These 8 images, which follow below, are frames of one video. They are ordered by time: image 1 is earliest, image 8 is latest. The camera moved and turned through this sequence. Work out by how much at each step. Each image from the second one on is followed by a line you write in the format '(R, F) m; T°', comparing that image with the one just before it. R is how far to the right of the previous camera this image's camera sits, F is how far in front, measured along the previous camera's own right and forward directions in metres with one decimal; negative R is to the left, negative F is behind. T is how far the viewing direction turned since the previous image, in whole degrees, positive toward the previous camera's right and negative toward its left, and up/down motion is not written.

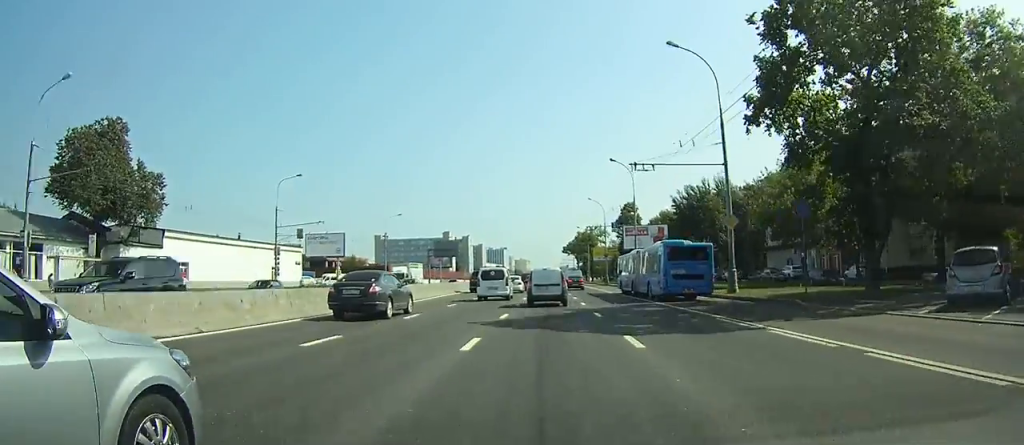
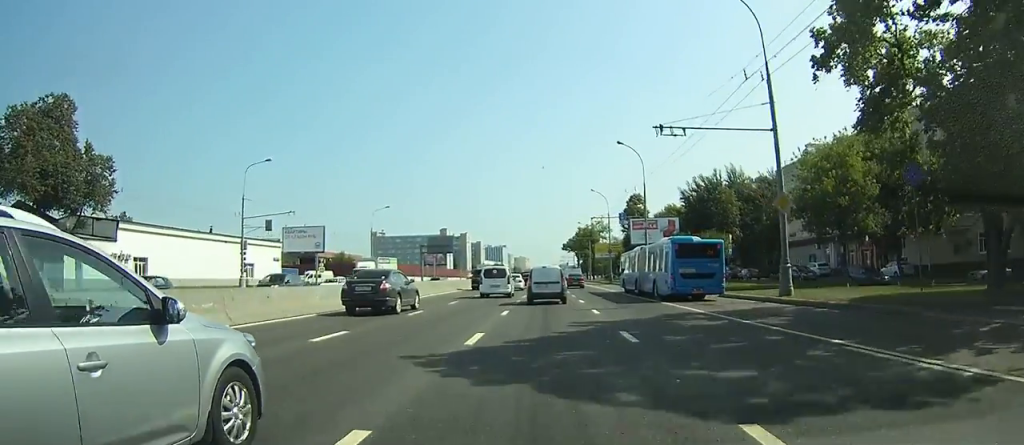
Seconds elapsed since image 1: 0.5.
(0.0, +7.3) m; 0°
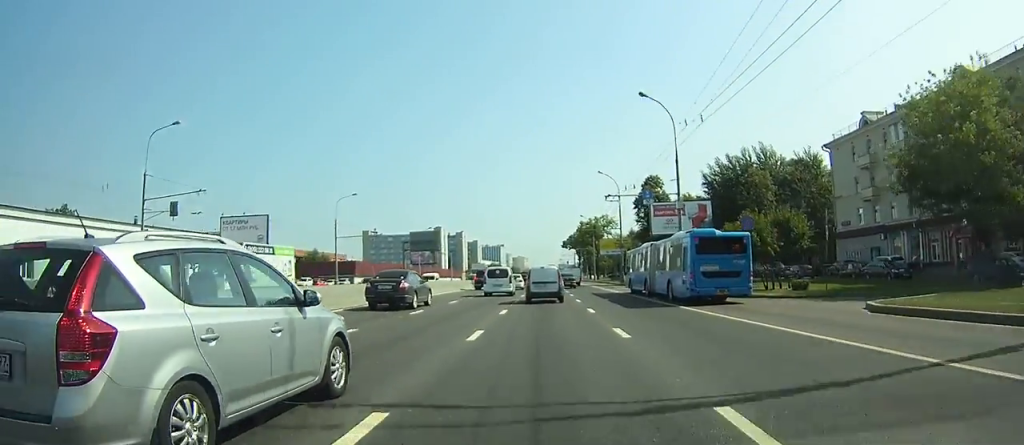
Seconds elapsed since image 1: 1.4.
(+0.1, +15.2) m; 0°
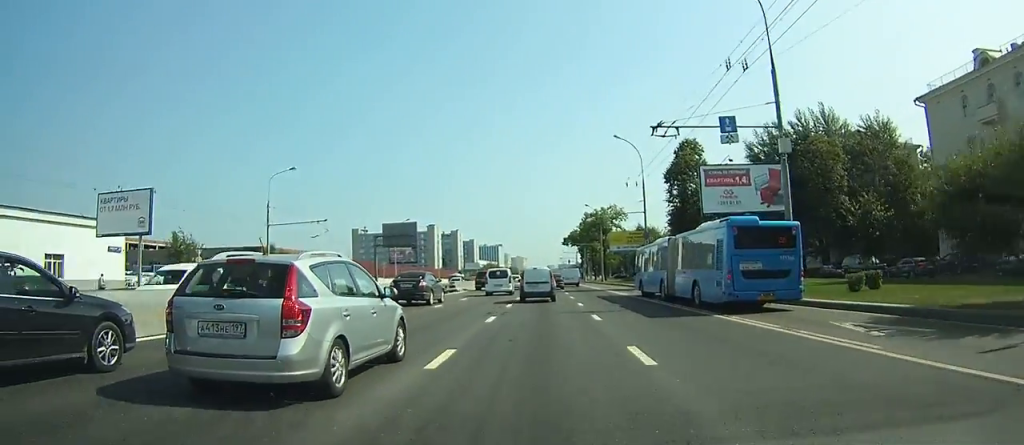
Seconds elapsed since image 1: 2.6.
(0.0, +19.1) m; 0°
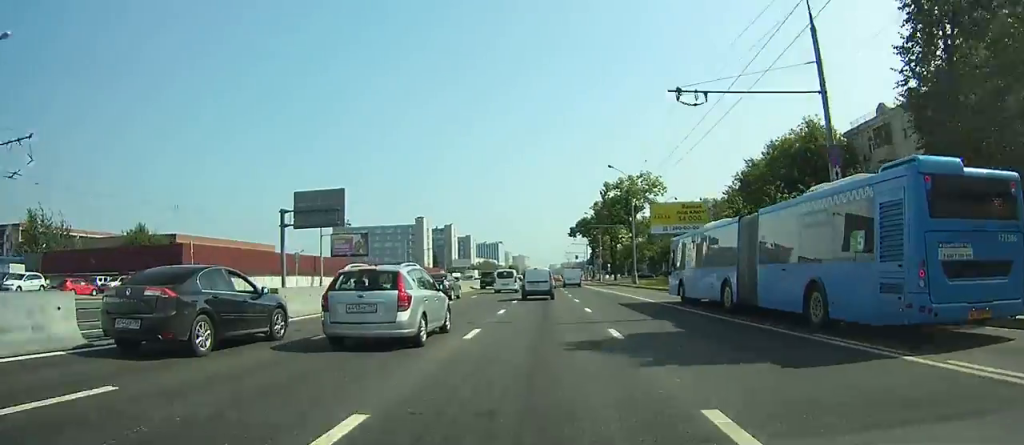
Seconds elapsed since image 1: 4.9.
(-0.4, +36.5) m; -1°
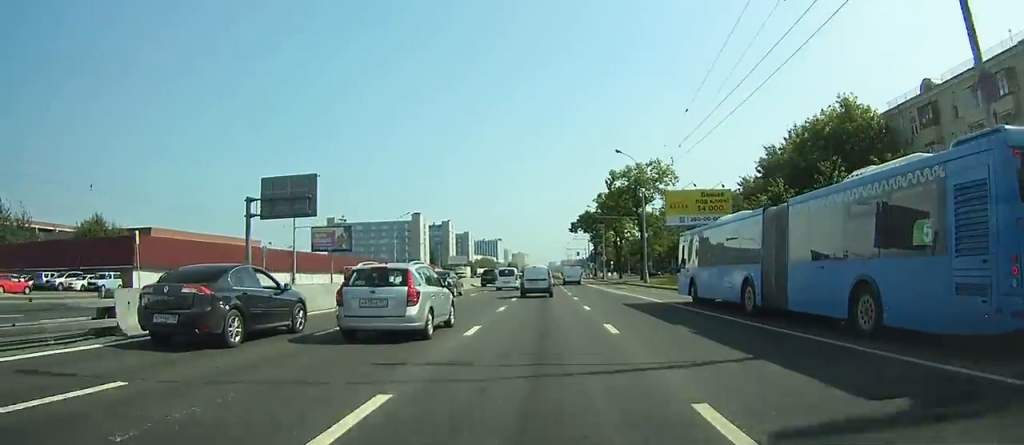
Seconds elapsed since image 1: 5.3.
(0.0, +7.8) m; 0°
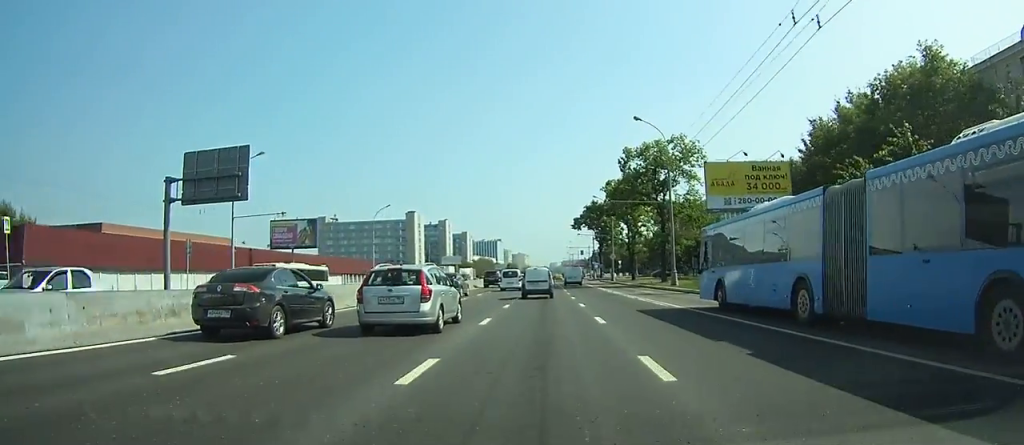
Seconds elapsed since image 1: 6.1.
(0.0, +13.4) m; 0°
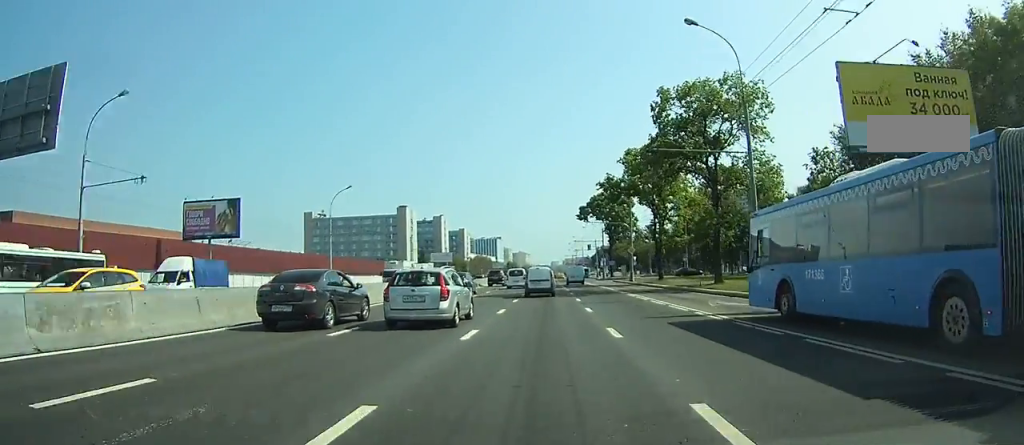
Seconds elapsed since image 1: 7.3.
(-0.1, +19.2) m; 0°
